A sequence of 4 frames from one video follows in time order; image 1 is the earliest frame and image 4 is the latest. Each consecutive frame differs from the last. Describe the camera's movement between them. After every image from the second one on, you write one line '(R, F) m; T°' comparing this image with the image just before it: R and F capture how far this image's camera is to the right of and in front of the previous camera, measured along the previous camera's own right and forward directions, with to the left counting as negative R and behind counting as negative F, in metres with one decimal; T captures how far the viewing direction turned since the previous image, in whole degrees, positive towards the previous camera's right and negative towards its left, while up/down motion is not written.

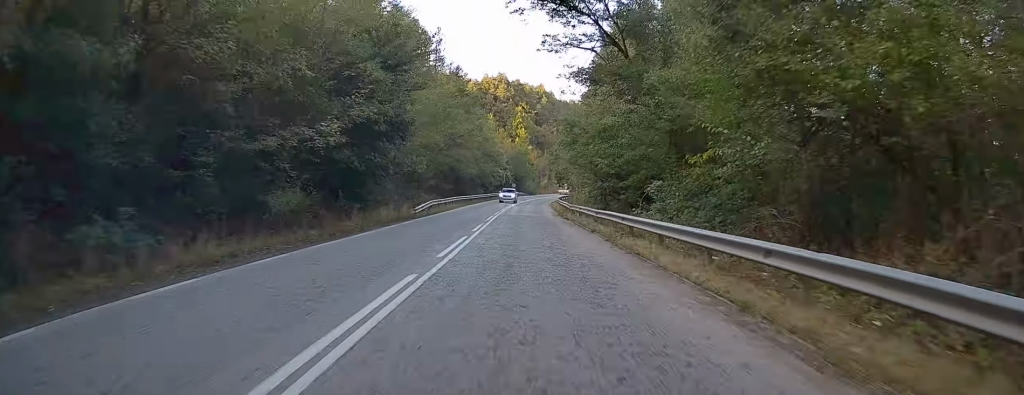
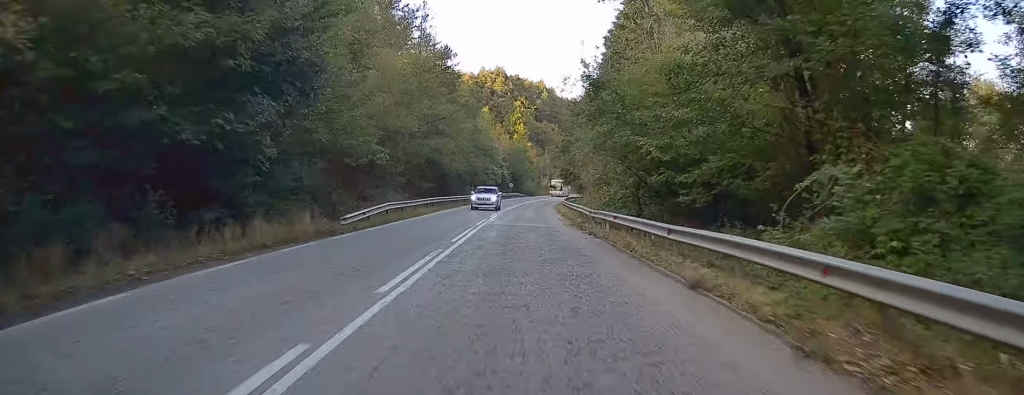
(0.0, +13.8) m; 0°
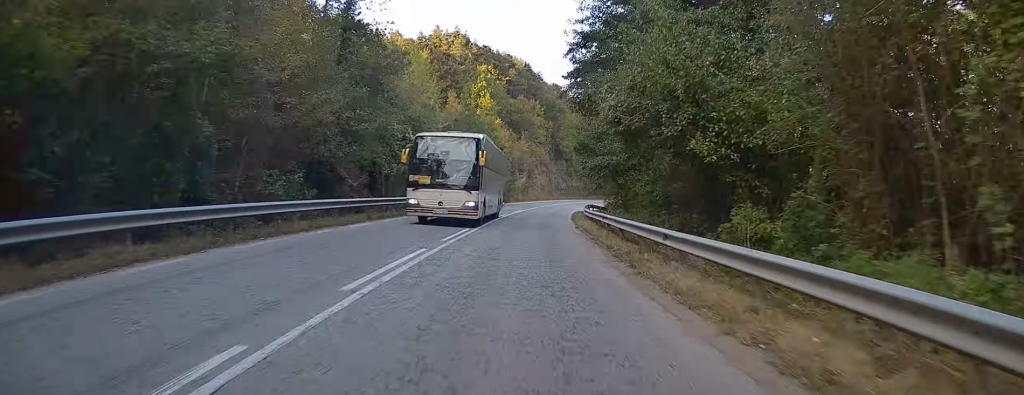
(+0.6, +53.3) m; +2°
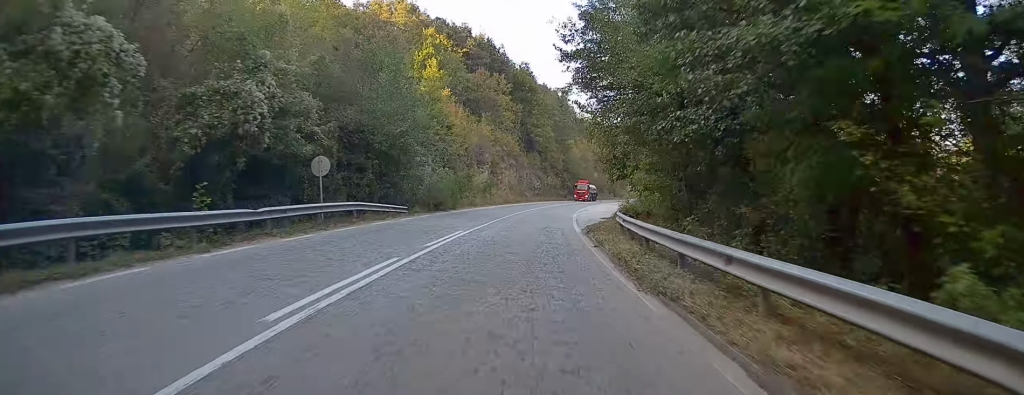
(+0.4, +29.1) m; +2°
